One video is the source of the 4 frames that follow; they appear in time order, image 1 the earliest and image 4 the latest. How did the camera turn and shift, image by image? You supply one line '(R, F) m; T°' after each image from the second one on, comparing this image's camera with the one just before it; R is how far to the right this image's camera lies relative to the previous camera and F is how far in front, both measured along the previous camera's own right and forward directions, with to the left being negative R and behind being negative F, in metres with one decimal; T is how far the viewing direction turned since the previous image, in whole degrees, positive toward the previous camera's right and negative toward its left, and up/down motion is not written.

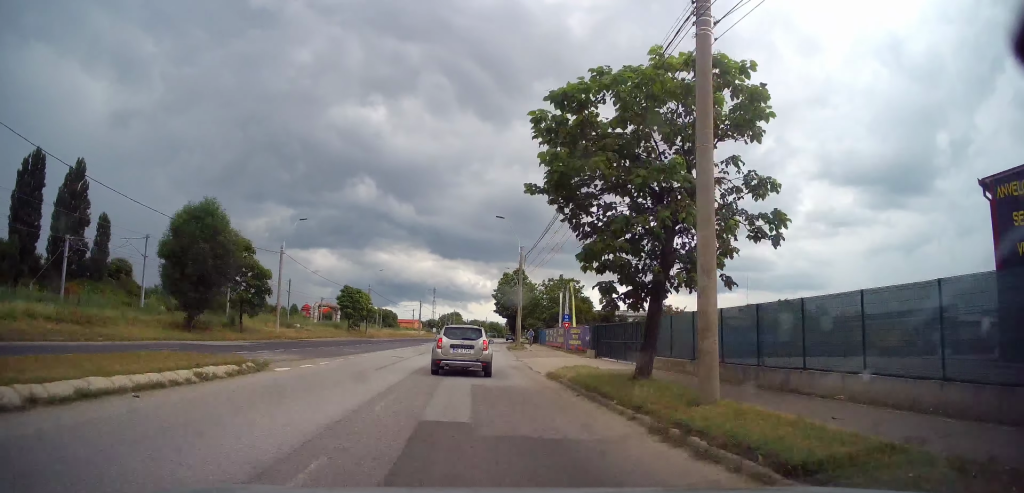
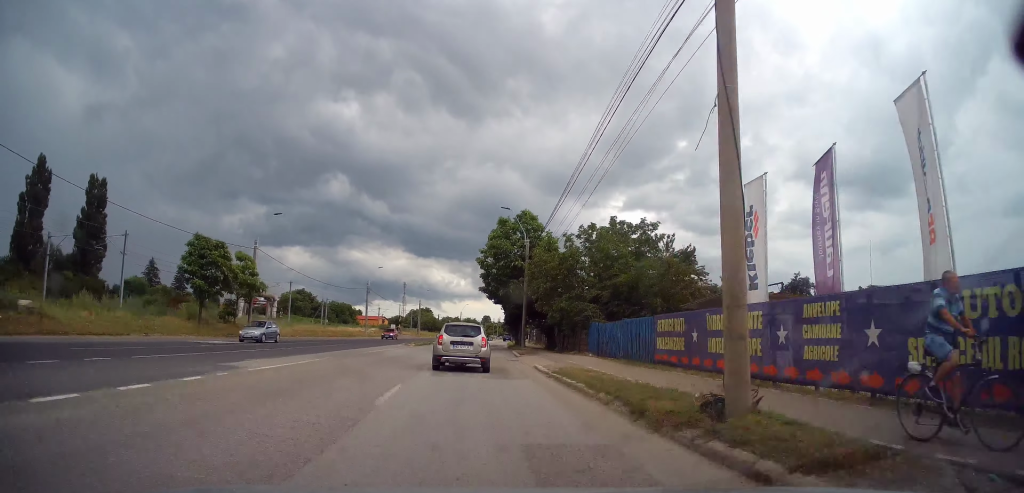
(+0.8, +40.0) m; +2°
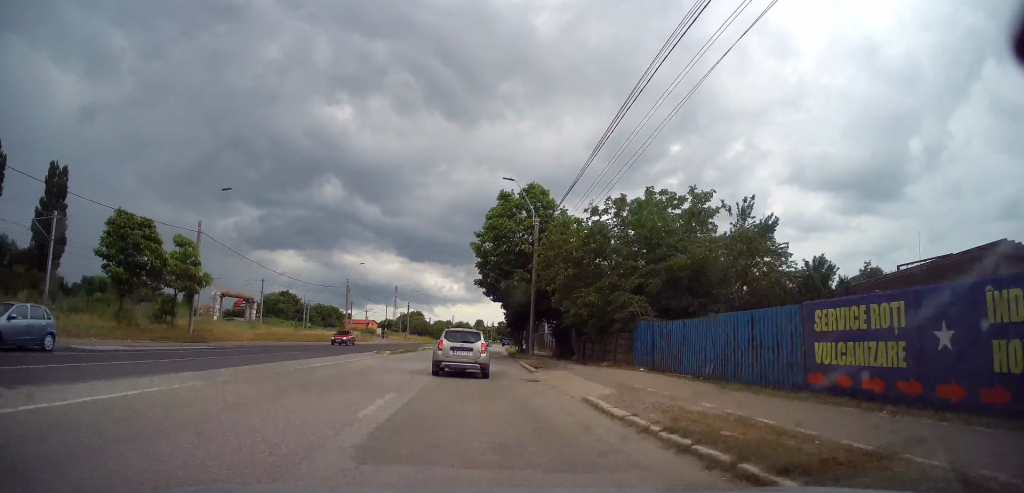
(+0.2, +9.6) m; 0°
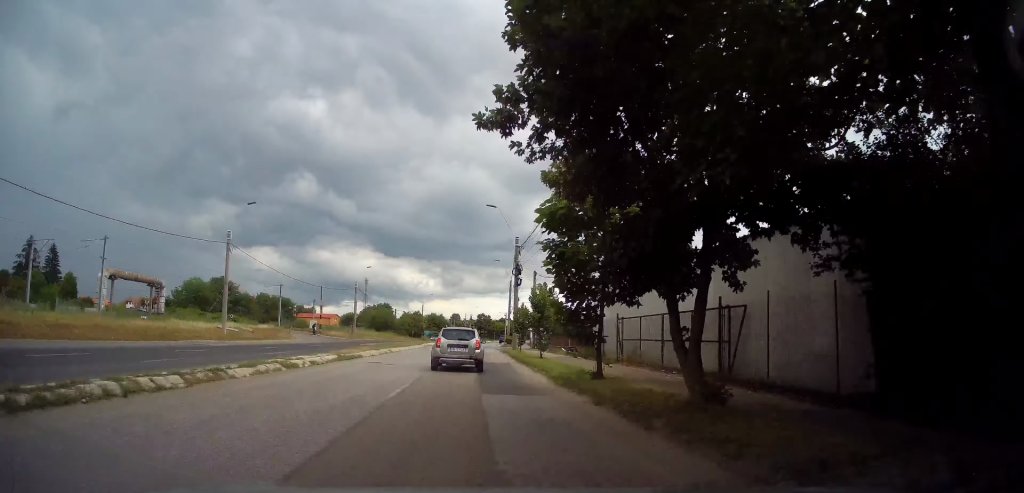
(+0.5, +34.1) m; +2°
